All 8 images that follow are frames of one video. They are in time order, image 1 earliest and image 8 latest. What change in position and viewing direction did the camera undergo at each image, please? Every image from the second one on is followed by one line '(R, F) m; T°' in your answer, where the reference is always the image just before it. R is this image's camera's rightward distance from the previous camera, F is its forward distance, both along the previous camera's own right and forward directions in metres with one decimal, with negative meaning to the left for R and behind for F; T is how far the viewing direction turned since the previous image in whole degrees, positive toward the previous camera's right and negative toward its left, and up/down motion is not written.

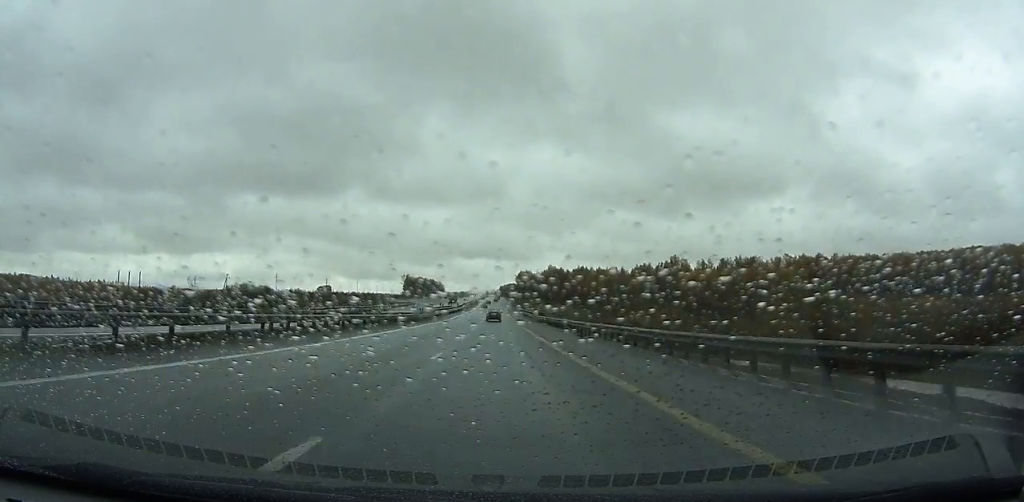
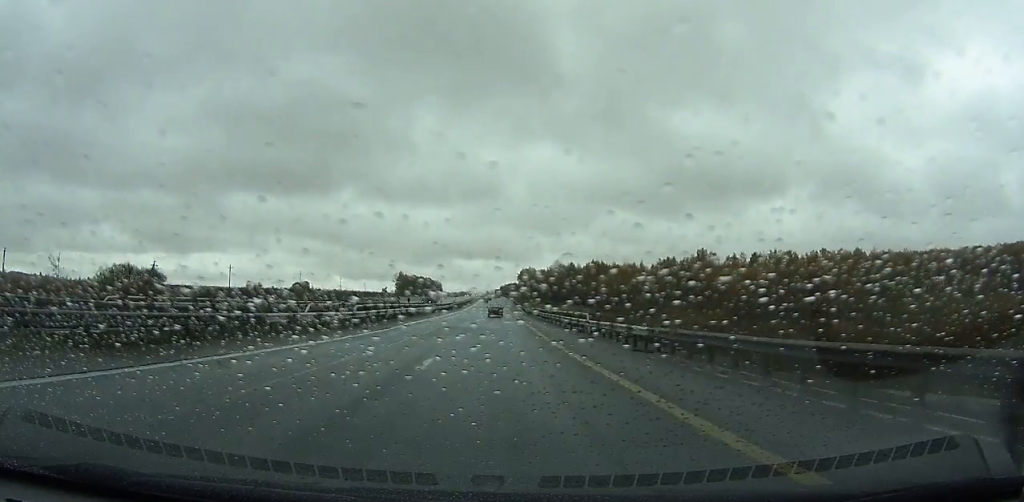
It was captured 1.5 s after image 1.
(+0.1, +37.8) m; 0°
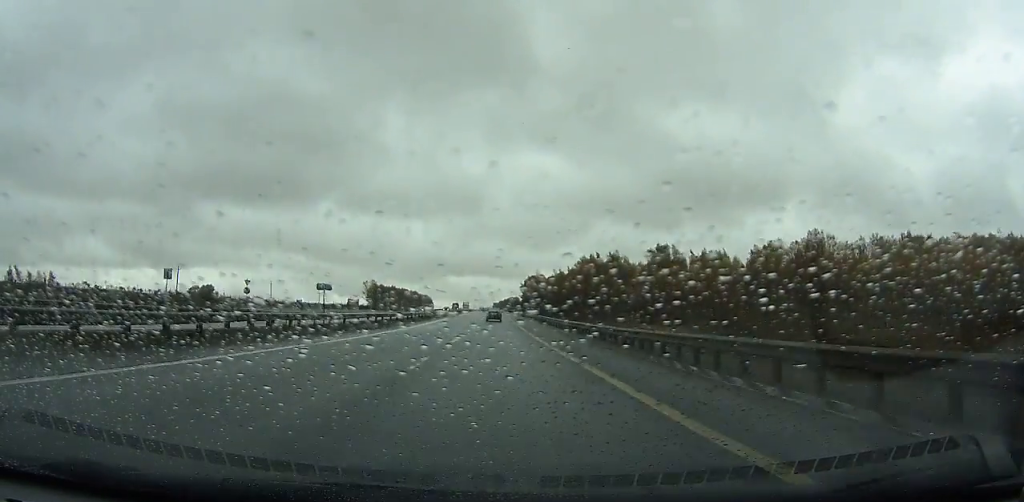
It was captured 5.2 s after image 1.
(-0.1, +93.8) m; 0°
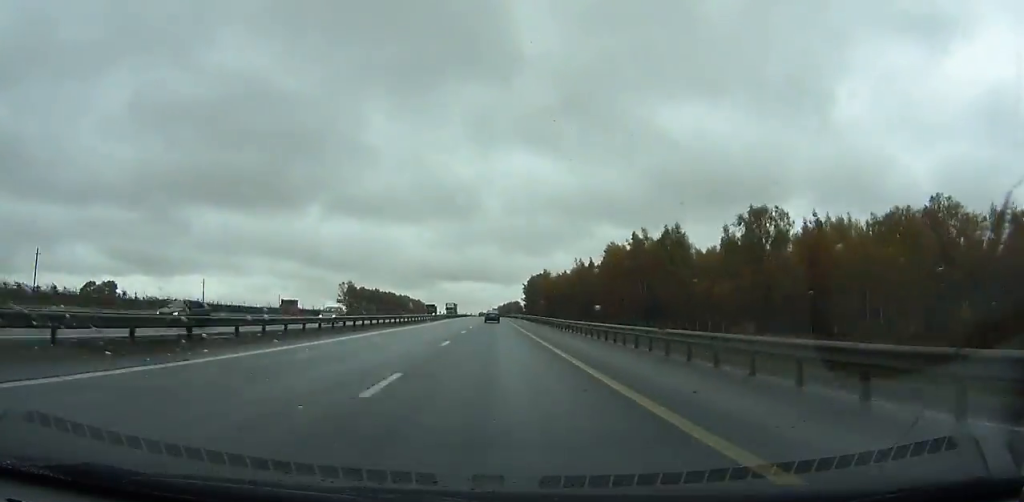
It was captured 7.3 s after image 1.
(+0.1, +53.2) m; 0°
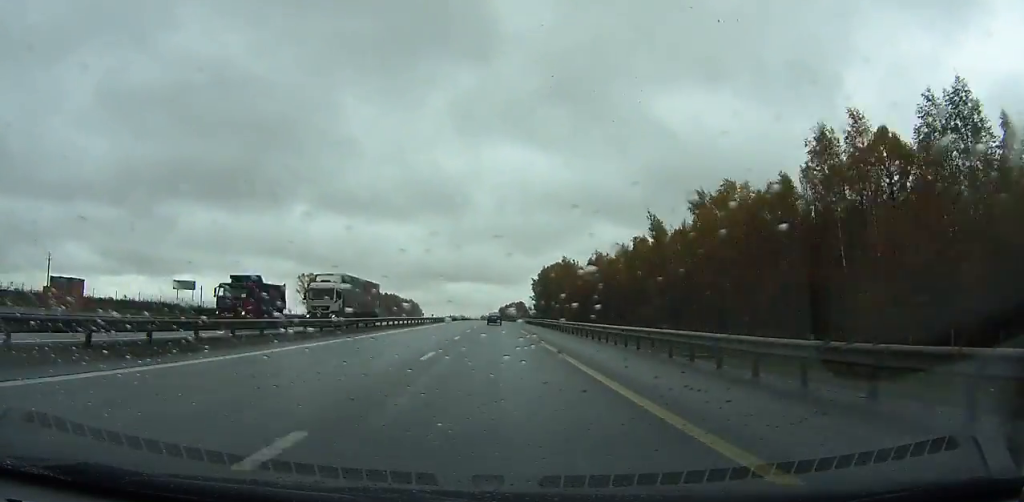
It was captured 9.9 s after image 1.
(+0.1, +65.7) m; 0°
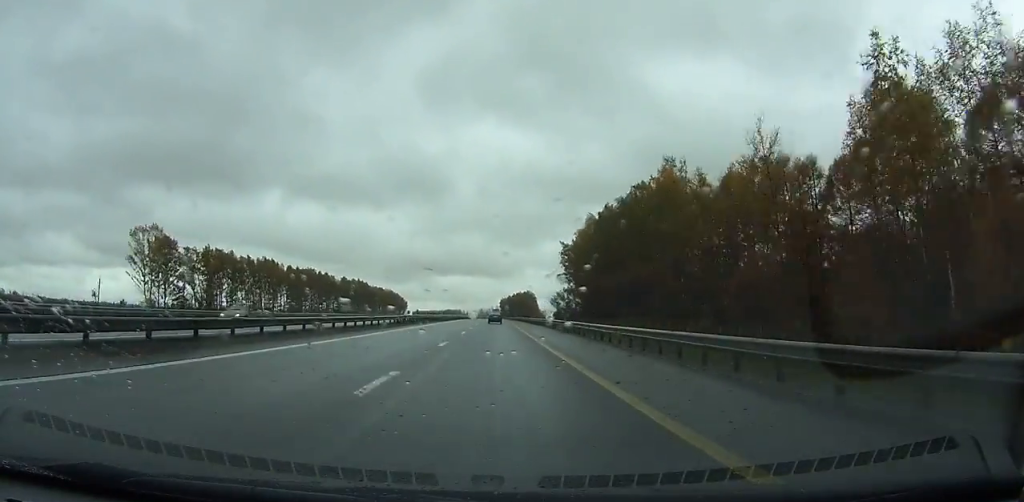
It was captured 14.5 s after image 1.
(-0.3, +116.8) m; 0°
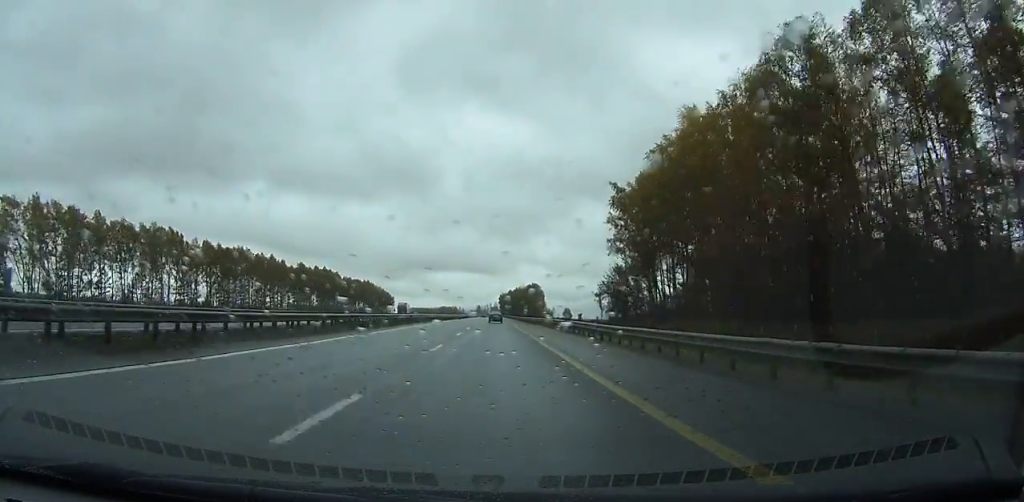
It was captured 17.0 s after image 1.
(-0.1, +63.8) m; 0°
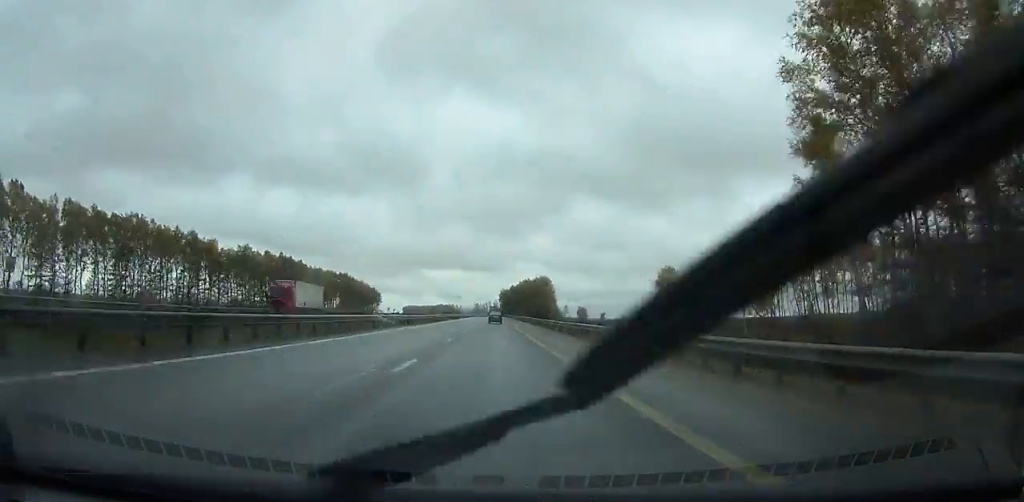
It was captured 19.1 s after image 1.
(0.0, +53.9) m; 0°
